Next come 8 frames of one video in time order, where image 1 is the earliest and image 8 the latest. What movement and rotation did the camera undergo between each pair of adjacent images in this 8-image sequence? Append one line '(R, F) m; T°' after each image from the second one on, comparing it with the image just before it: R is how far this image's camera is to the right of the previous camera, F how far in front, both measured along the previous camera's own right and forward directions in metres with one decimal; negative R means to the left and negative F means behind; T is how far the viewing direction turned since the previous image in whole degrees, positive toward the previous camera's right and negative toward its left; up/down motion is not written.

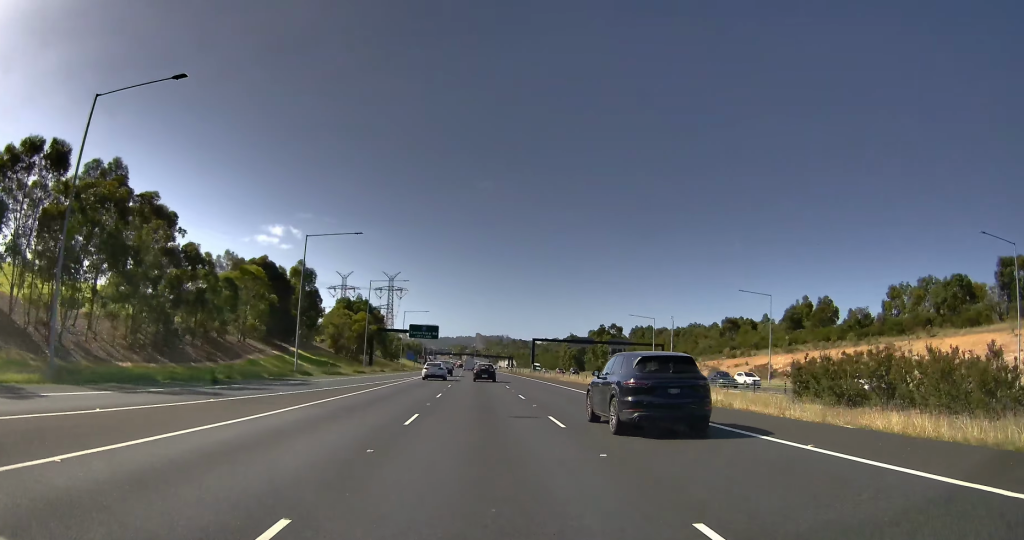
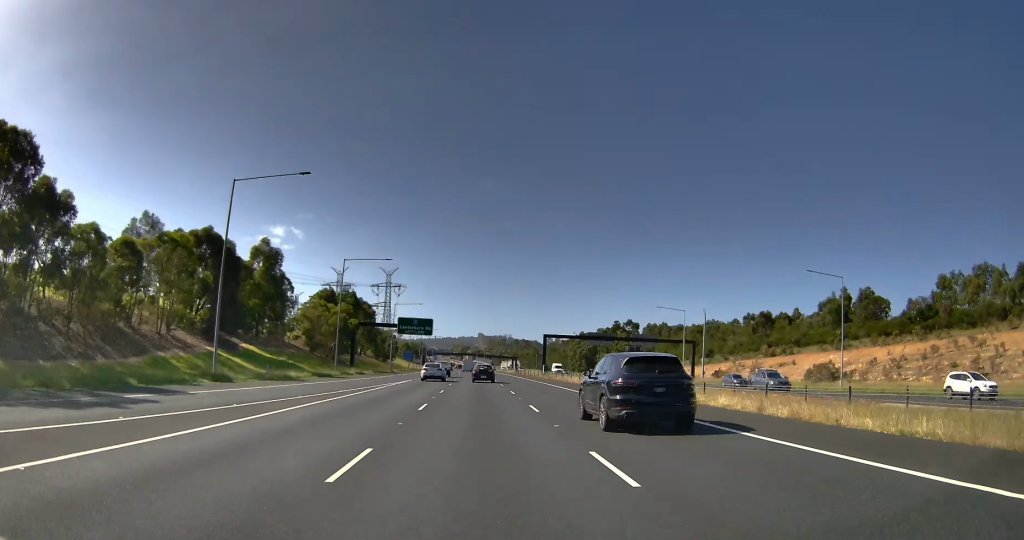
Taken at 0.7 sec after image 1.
(-0.7, +22.4) m; 0°
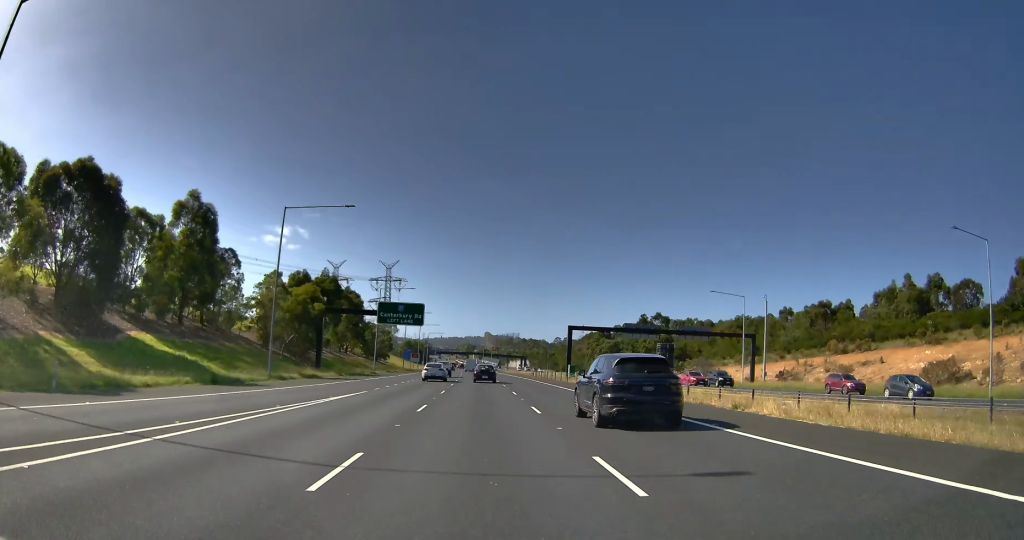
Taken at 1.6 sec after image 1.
(+0.6, +31.1) m; +1°
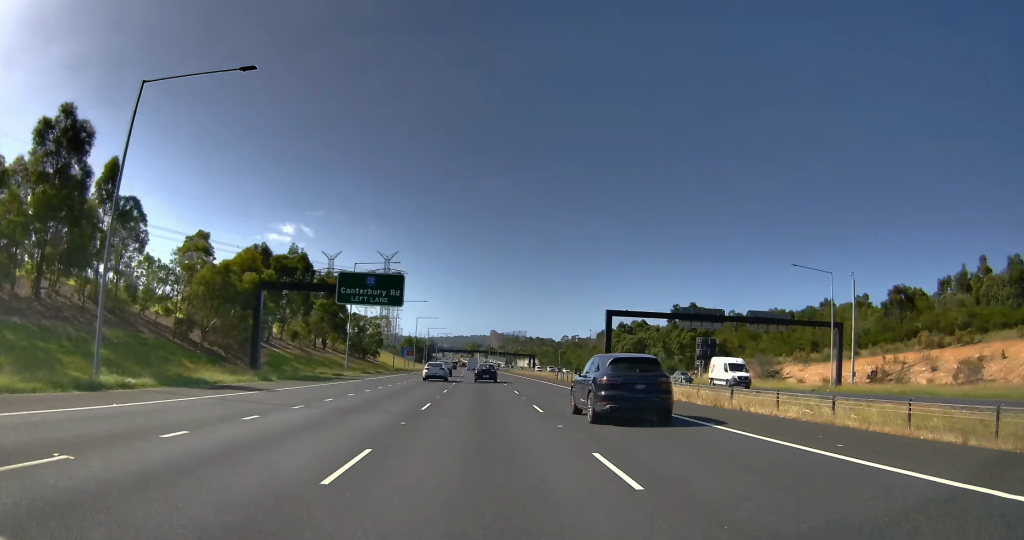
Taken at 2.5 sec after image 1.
(+0.1, +30.1) m; 0°
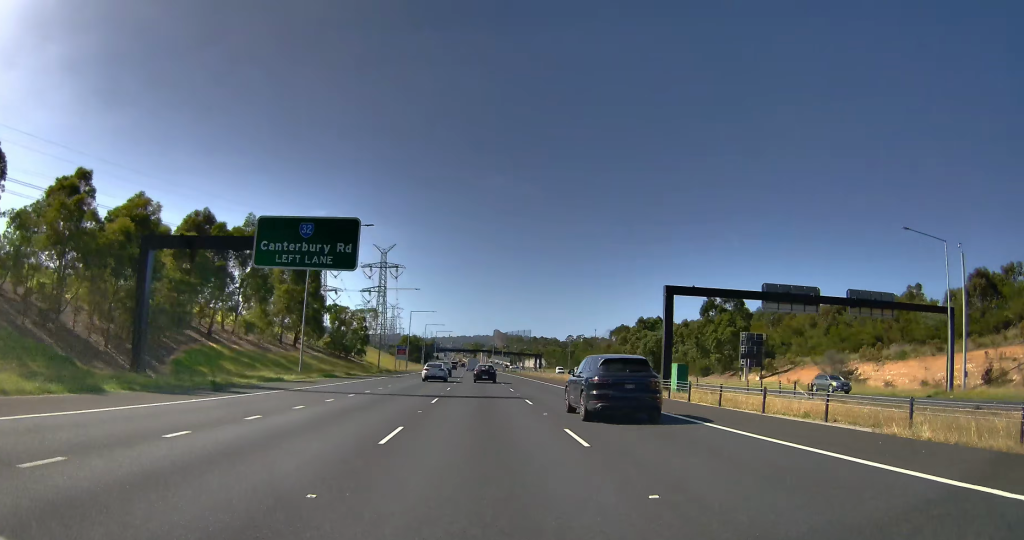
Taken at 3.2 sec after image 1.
(0.0, +24.2) m; 0°
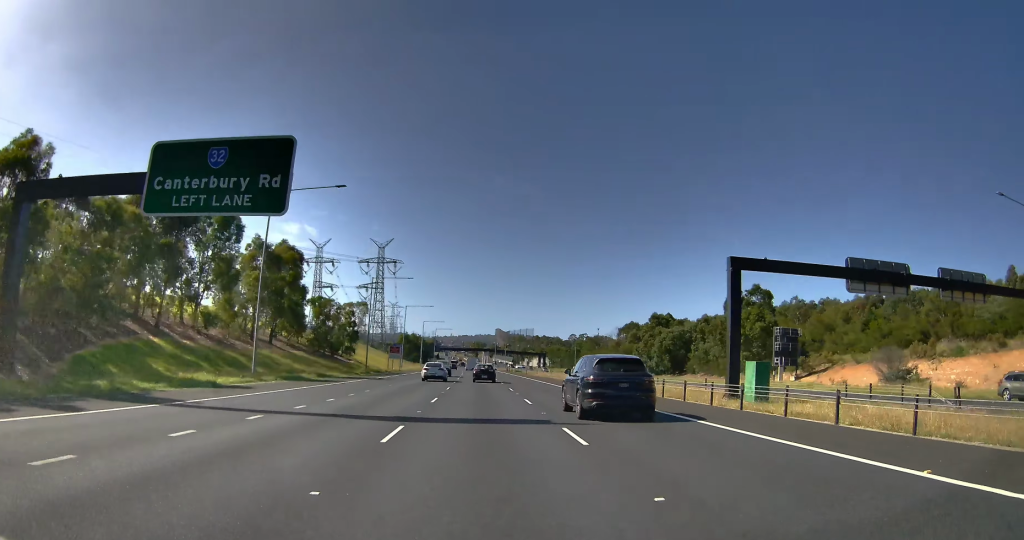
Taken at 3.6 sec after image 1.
(-0.1, +13.8) m; 0°
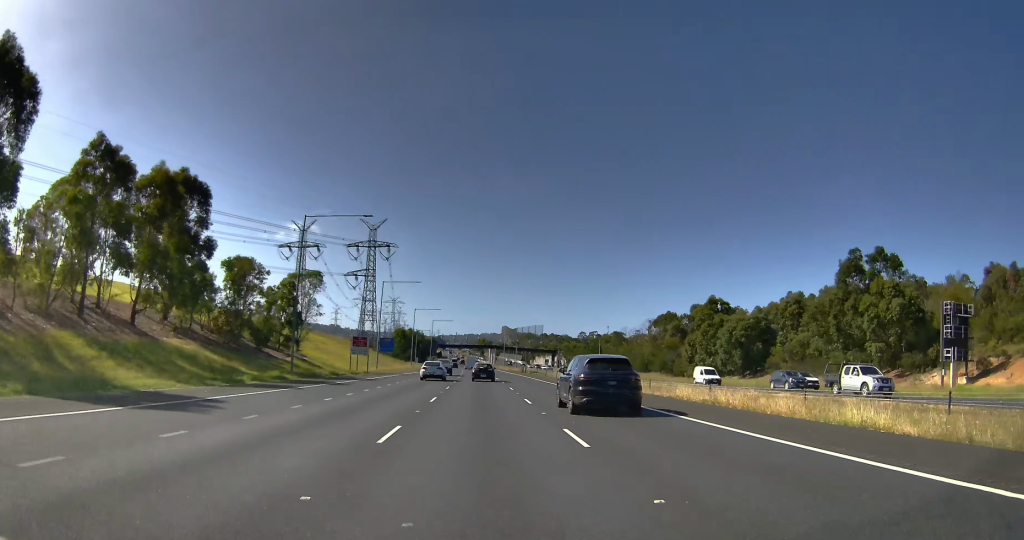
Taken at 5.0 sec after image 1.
(+0.6, +38.9) m; +1°
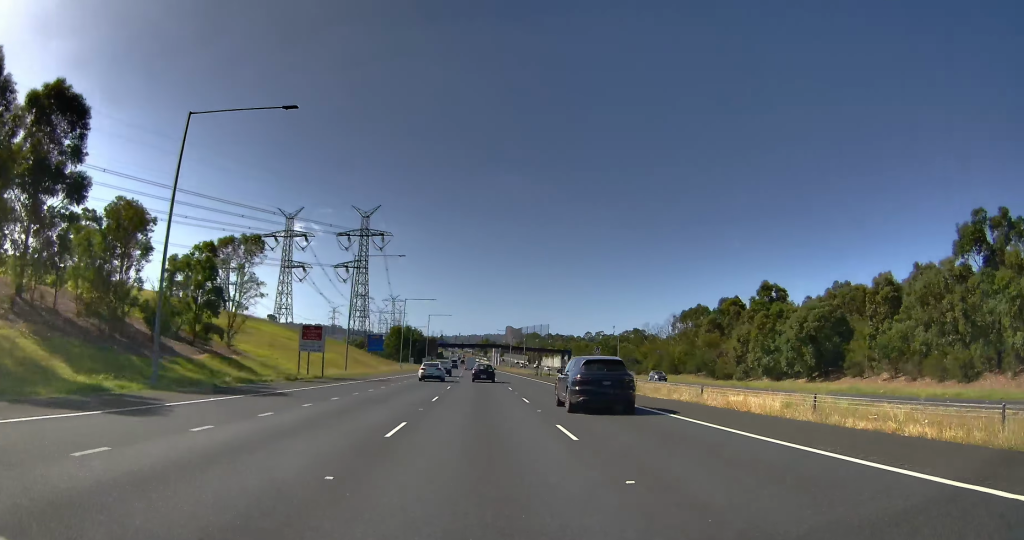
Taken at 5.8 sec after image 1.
(0.0, +22.5) m; 0°
